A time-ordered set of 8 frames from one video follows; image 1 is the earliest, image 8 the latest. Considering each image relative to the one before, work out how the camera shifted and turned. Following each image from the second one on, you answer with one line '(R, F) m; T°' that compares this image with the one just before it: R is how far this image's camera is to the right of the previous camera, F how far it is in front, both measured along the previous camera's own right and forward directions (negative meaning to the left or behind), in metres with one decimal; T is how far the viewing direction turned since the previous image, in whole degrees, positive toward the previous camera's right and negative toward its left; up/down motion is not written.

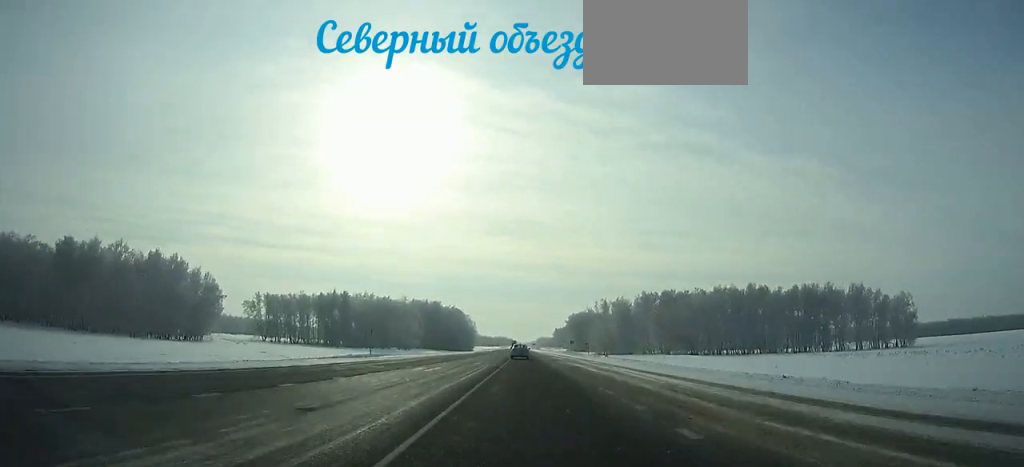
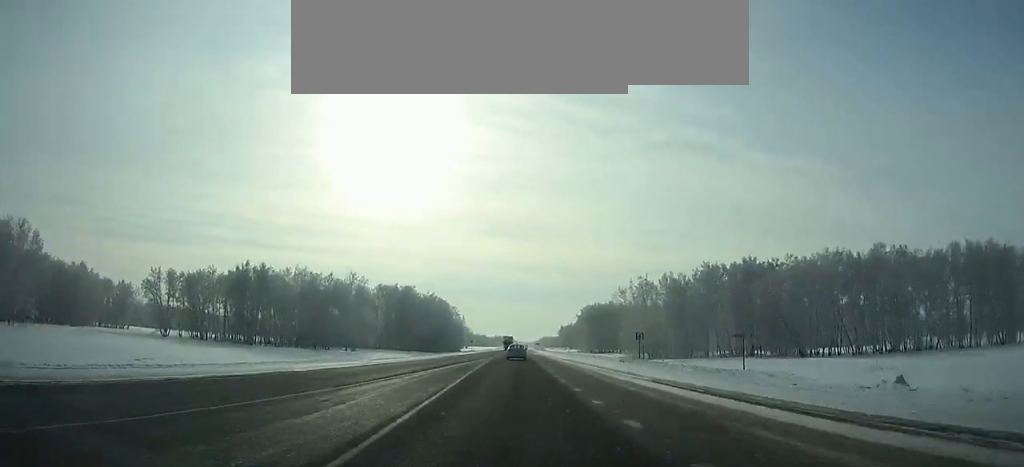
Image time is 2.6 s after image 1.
(0.0, +69.9) m; 0°
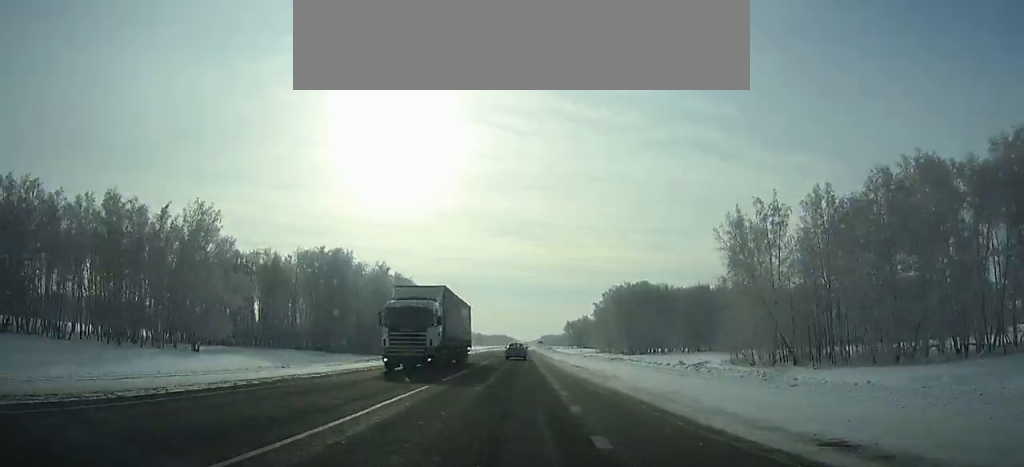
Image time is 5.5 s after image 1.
(0.0, +77.2) m; 0°
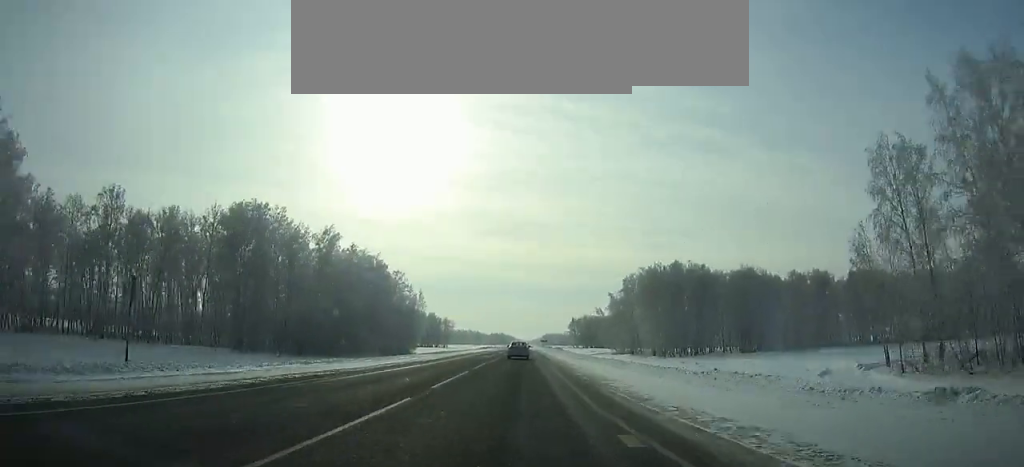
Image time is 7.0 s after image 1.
(0.0, +39.6) m; 0°
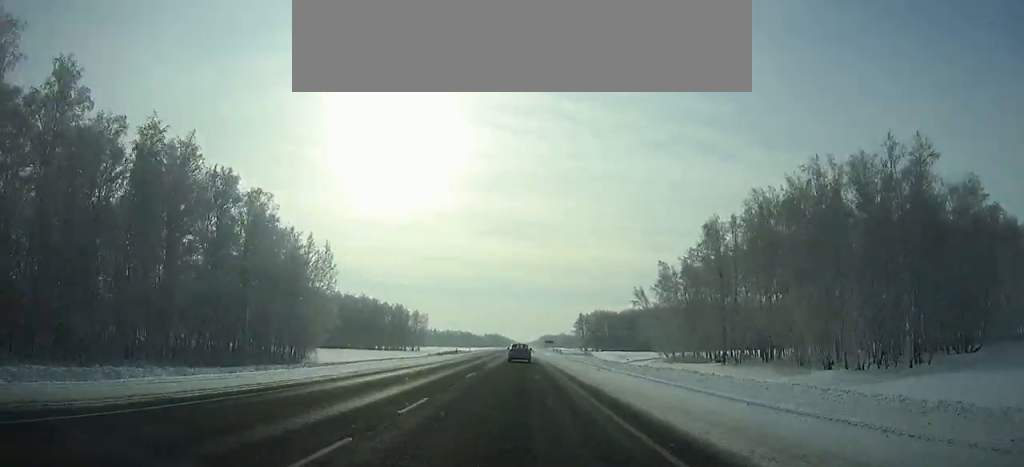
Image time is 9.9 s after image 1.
(+0.1, +76.4) m; 0°
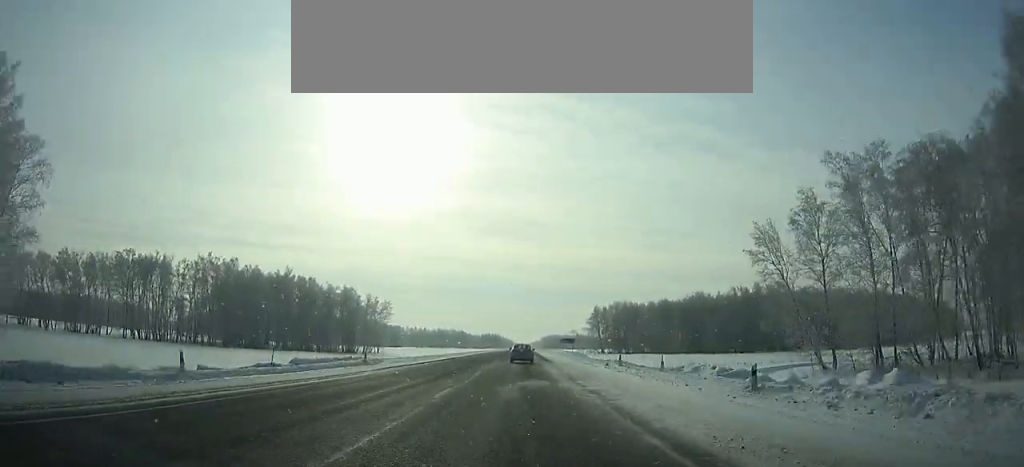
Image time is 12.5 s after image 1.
(+0.1, +68.2) m; 0°
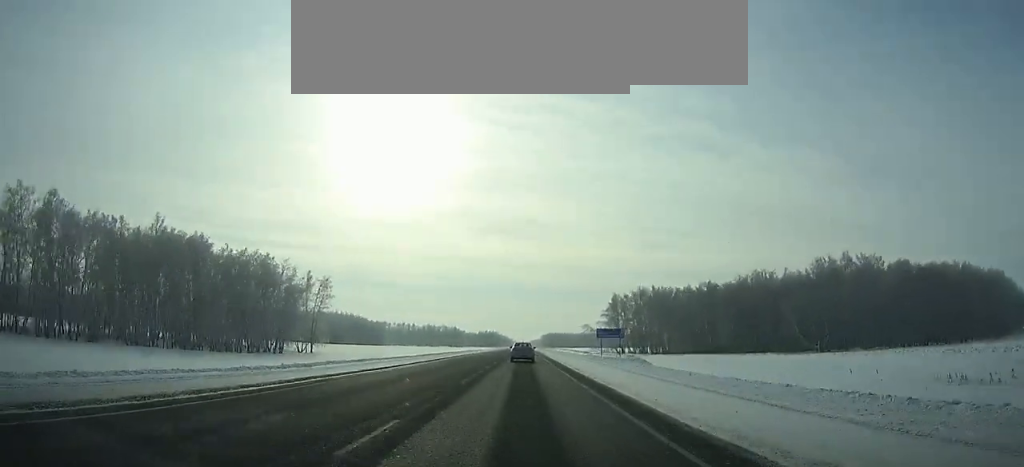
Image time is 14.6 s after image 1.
(-0.1, +55.1) m; 0°
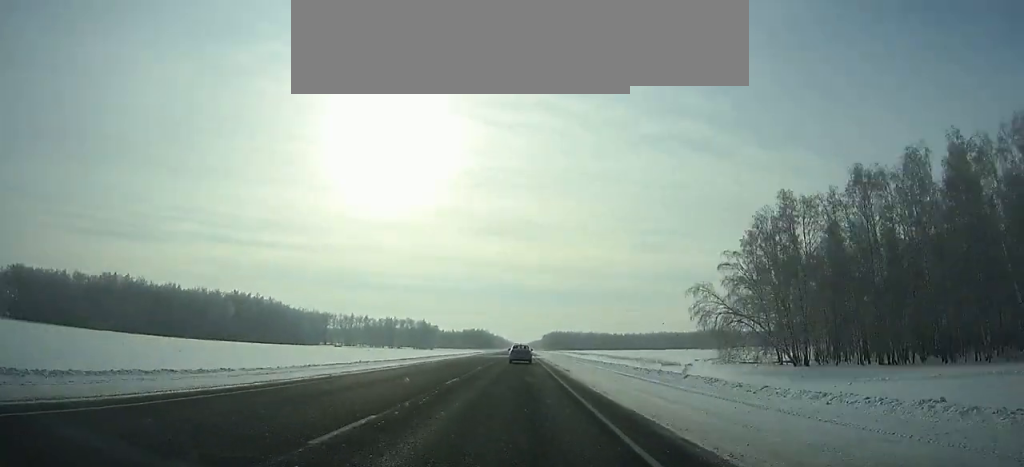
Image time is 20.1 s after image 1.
(+0.3, +146.2) m; 0°
